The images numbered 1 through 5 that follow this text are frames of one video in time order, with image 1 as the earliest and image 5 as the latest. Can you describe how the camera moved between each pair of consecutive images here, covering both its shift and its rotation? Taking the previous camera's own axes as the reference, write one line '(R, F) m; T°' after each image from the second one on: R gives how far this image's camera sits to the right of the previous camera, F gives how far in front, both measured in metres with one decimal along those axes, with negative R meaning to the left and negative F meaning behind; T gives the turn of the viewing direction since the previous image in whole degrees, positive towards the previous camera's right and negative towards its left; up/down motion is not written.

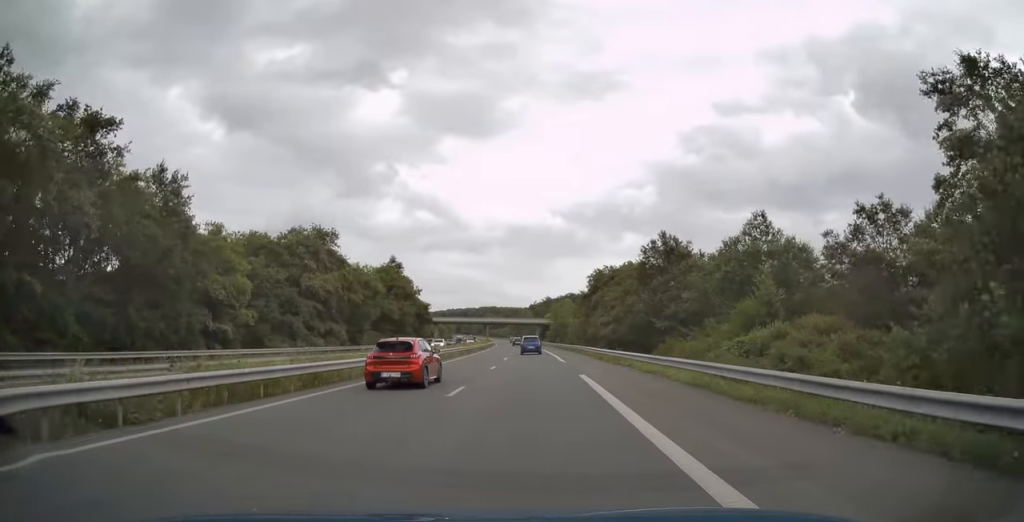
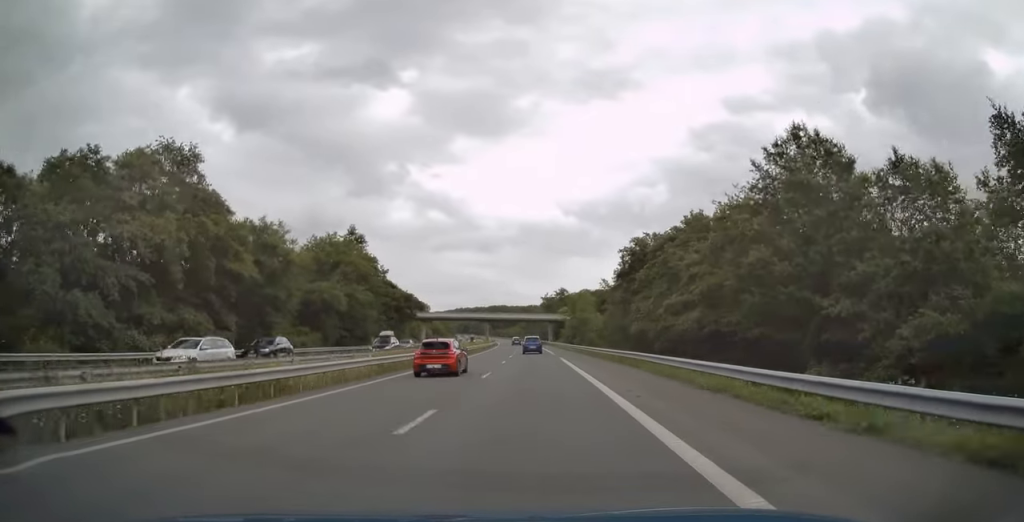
(0.0, +31.8) m; -1°
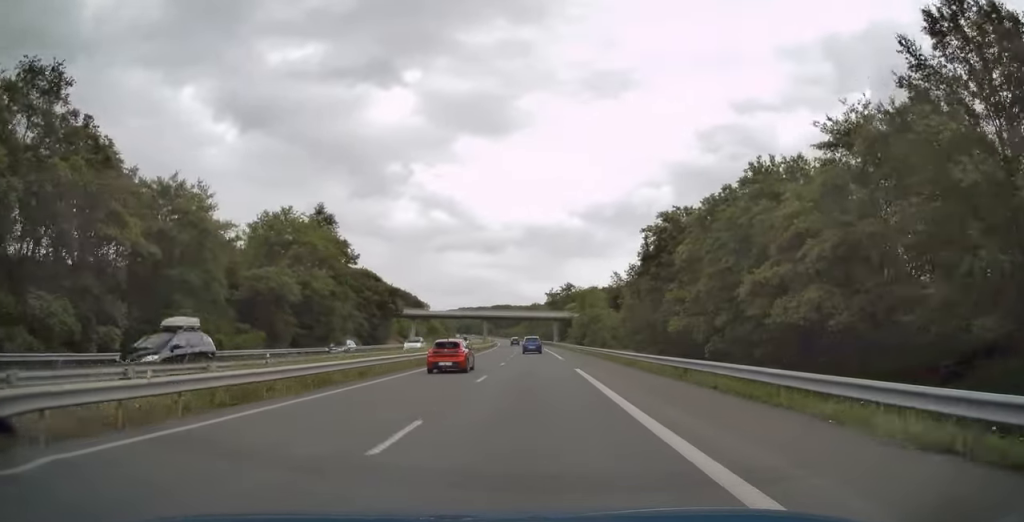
(-0.2, +14.5) m; 0°
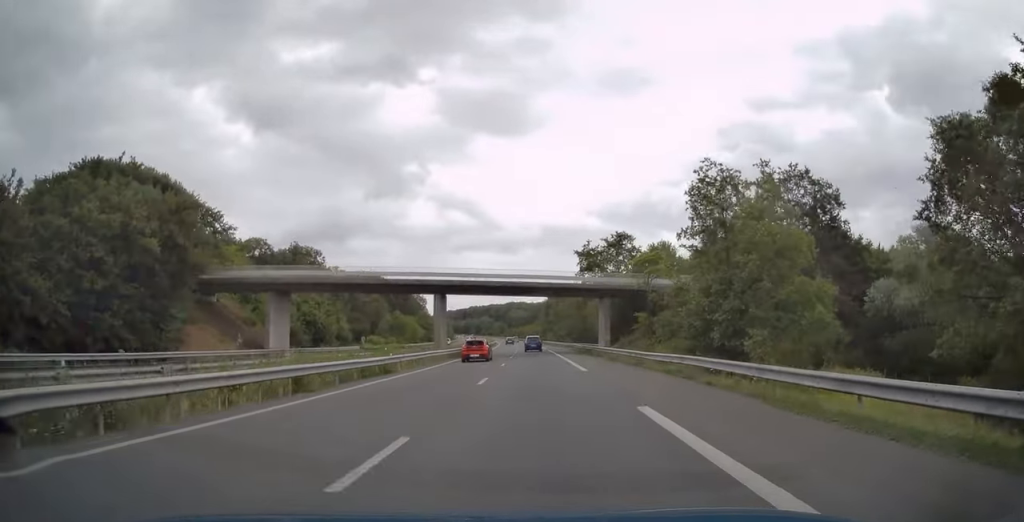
(-0.7, +66.7) m; -2°
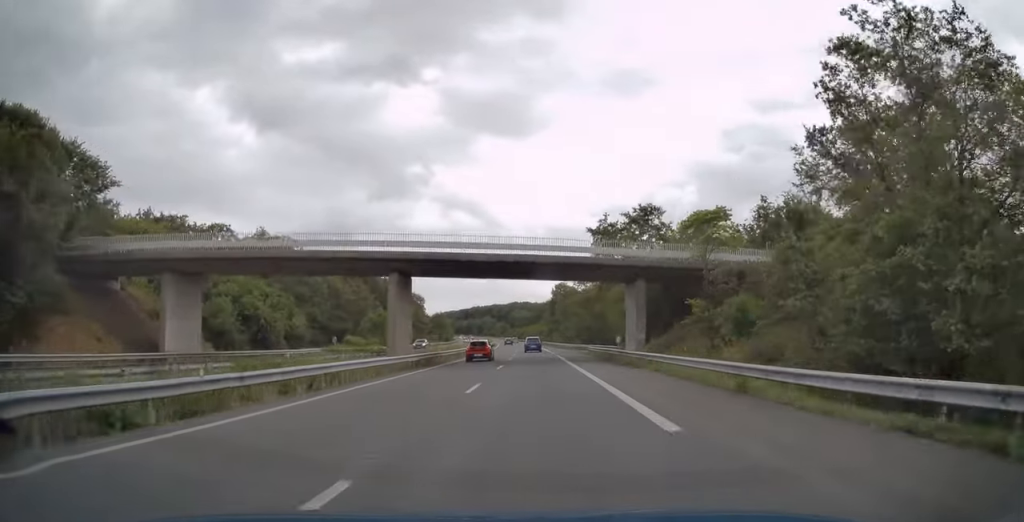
(+0.1, +15.6) m; -1°
